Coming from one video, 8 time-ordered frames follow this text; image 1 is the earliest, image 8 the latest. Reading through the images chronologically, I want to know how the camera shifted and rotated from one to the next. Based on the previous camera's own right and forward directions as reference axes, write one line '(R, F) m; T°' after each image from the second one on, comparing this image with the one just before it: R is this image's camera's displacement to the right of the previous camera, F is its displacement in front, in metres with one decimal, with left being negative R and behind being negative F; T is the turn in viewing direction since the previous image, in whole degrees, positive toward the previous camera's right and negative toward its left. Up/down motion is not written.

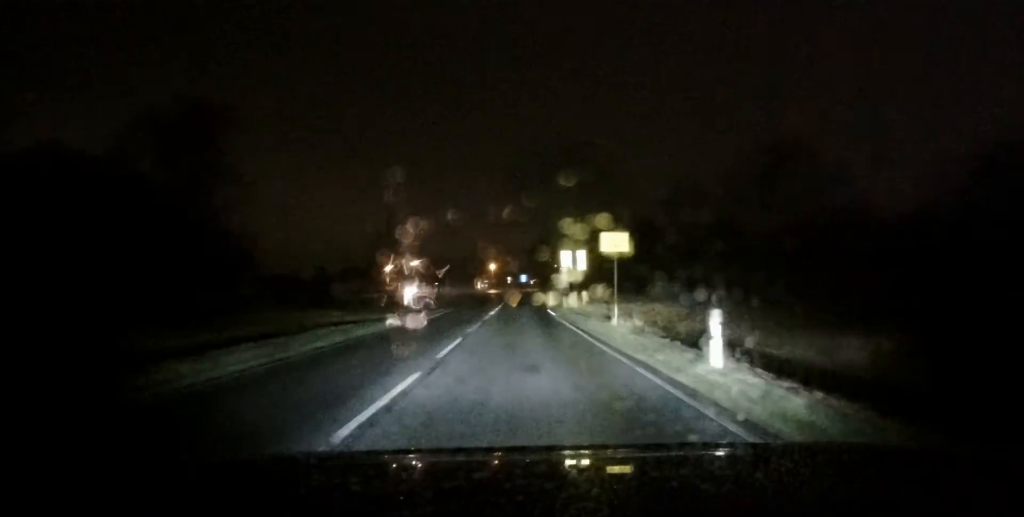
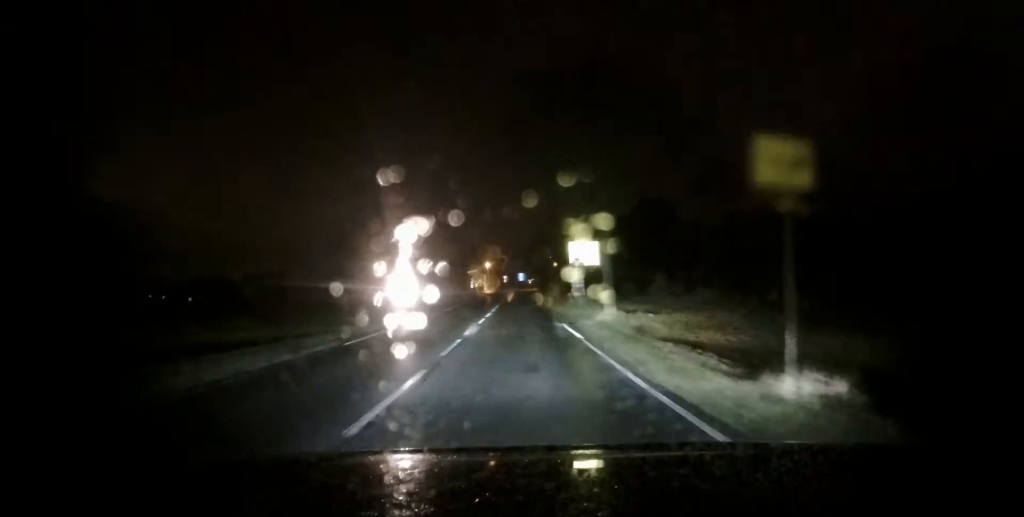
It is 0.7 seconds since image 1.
(+0.2, +11.4) m; -1°
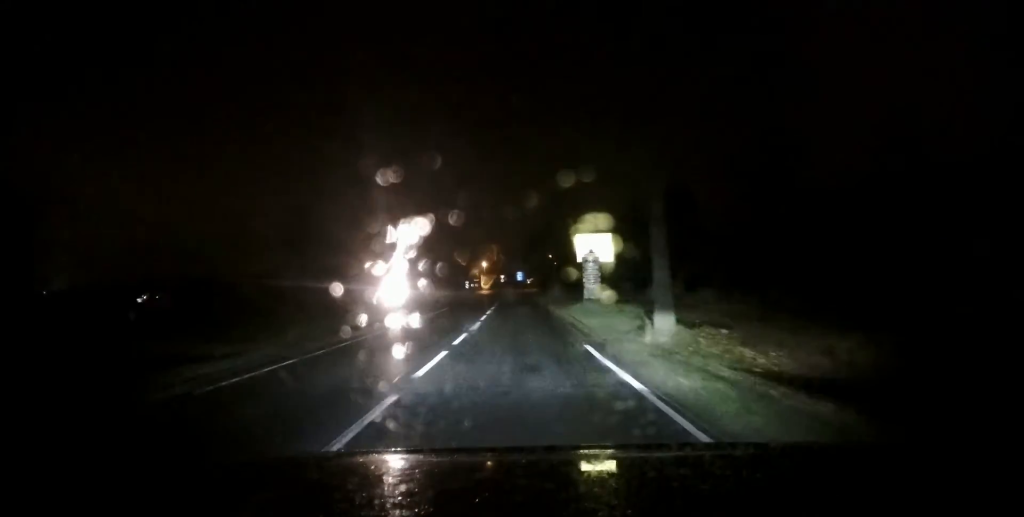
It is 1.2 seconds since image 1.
(-0.2, +7.0) m; 0°
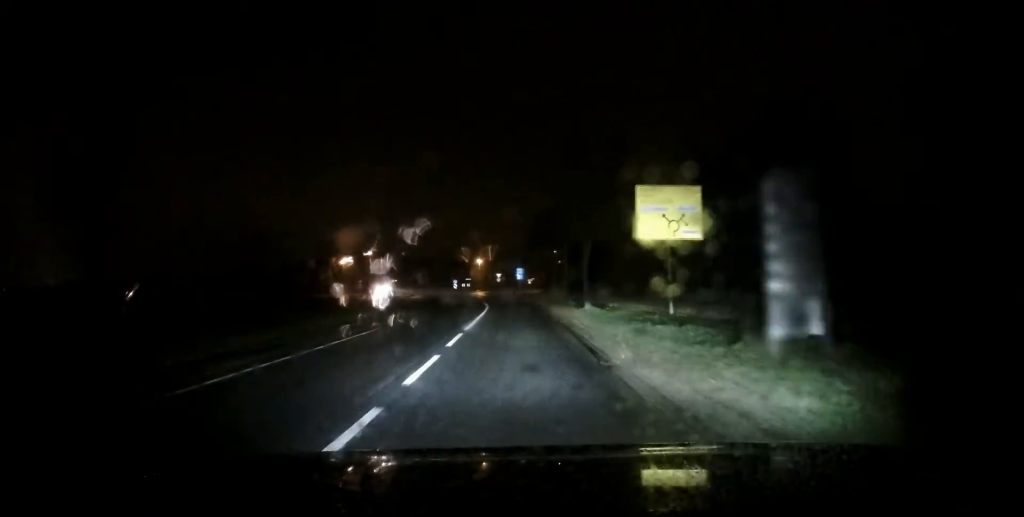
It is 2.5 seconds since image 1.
(+0.3, +19.1) m; +1°
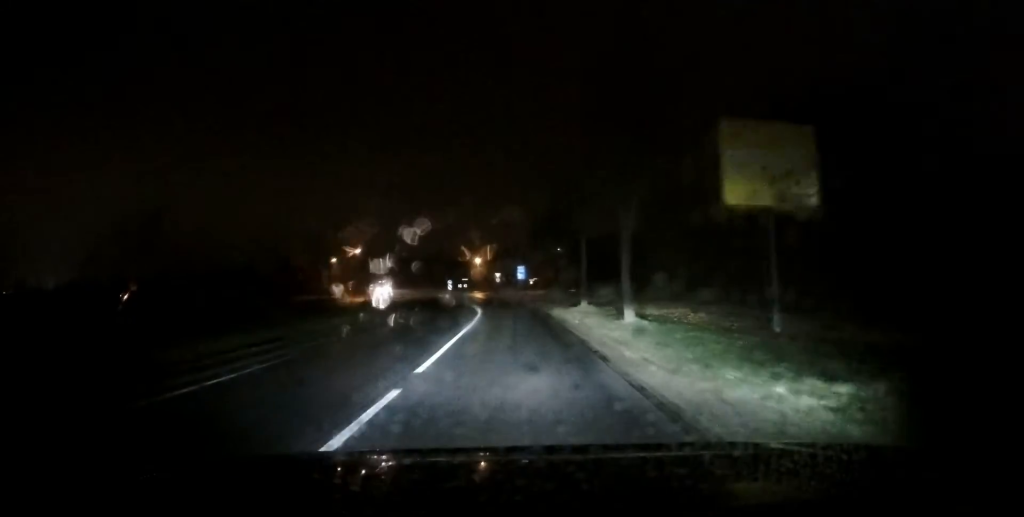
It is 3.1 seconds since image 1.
(0.0, +8.1) m; -1°
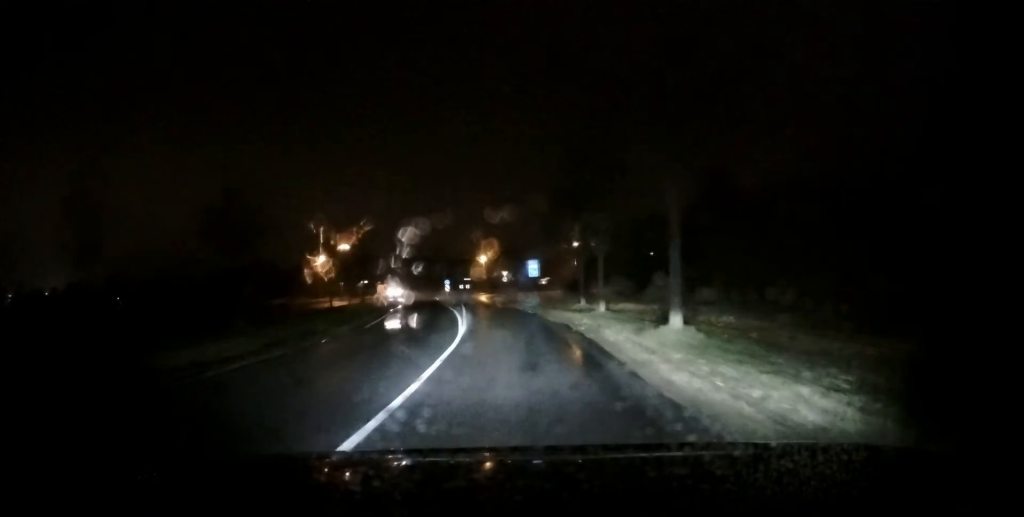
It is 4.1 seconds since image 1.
(-0.4, +13.0) m; -3°
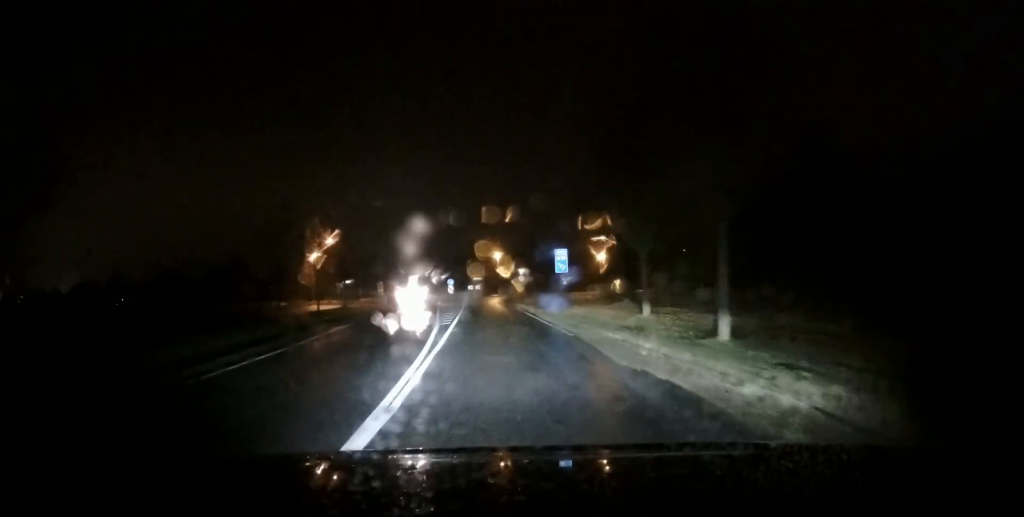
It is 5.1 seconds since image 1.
(-0.2, +12.3) m; -2°
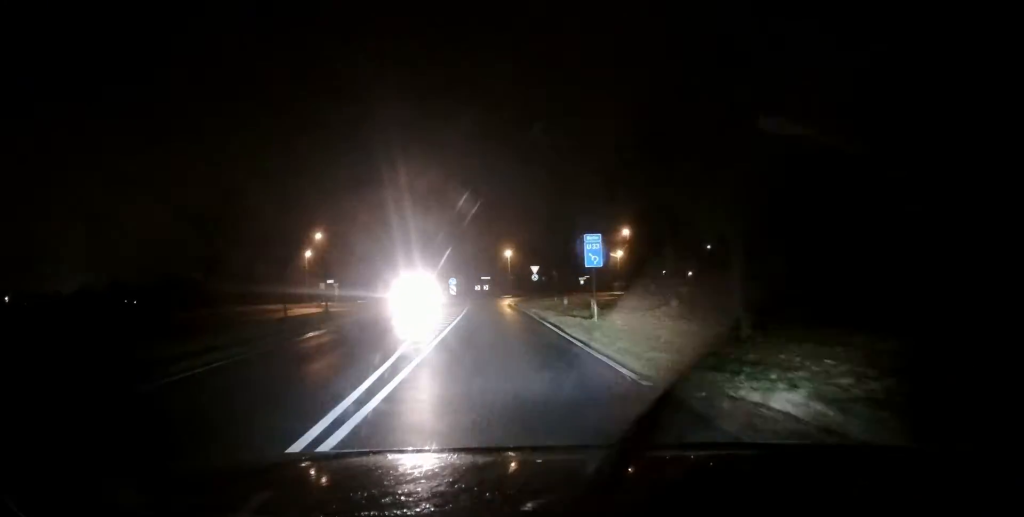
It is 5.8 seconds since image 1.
(-0.1, +7.9) m; 0°
